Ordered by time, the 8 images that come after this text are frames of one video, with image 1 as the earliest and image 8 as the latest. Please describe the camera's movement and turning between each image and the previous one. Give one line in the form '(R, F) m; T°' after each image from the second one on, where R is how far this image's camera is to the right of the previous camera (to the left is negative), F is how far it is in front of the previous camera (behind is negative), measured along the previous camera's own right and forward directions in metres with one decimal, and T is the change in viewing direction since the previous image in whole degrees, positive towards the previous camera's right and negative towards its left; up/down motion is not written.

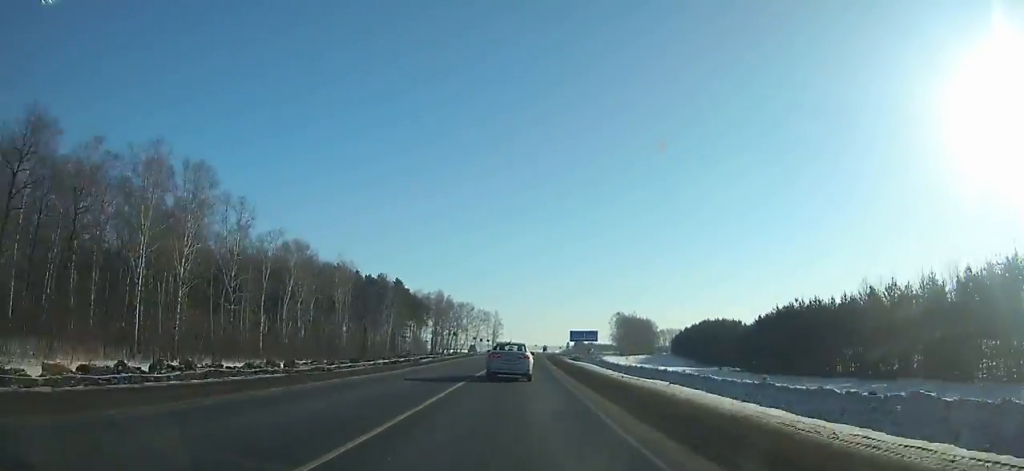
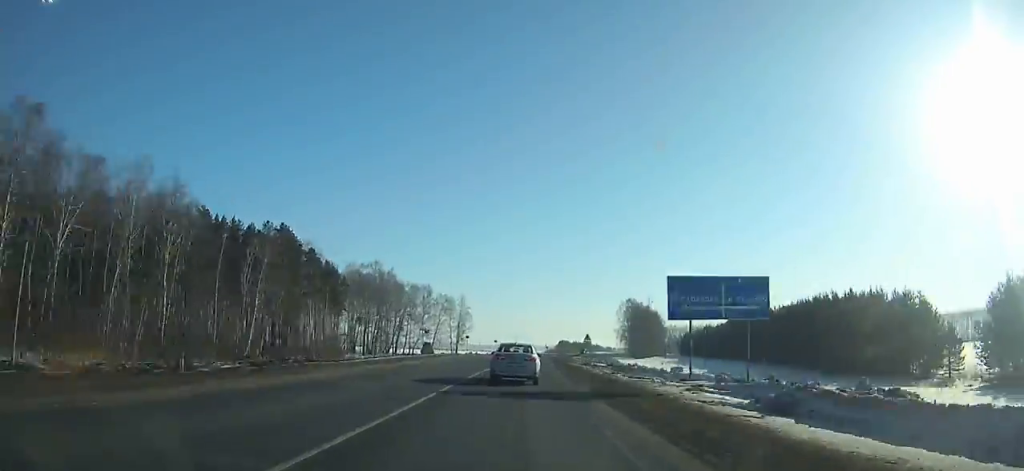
(+1.1, +69.1) m; +2°
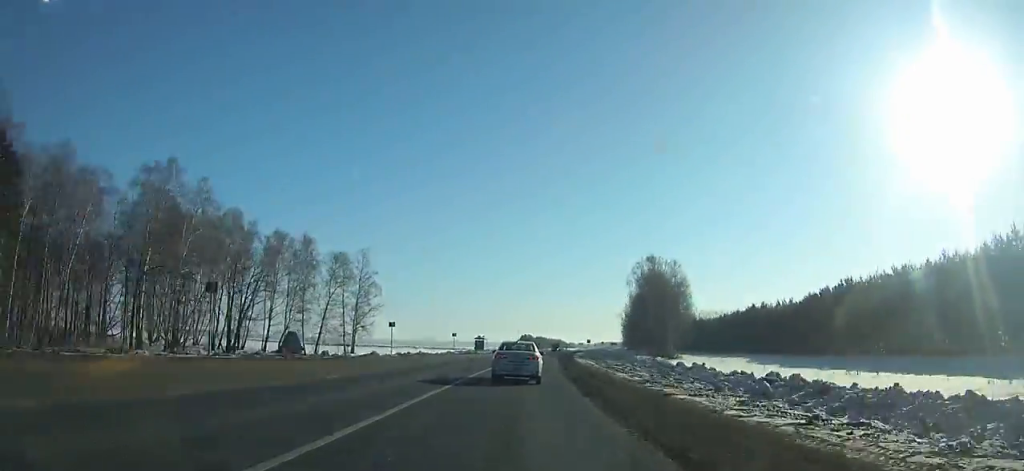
(+2.3, +76.9) m; +4°
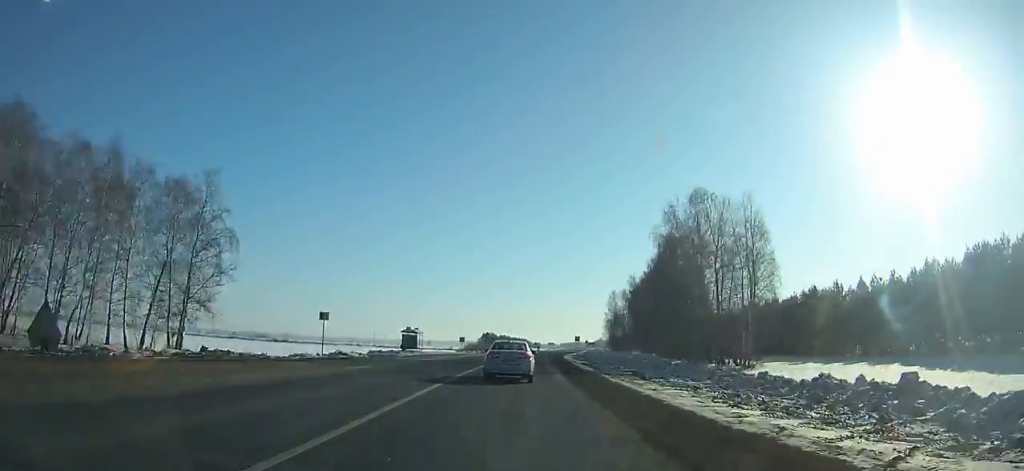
(+1.3, +46.6) m; +3°
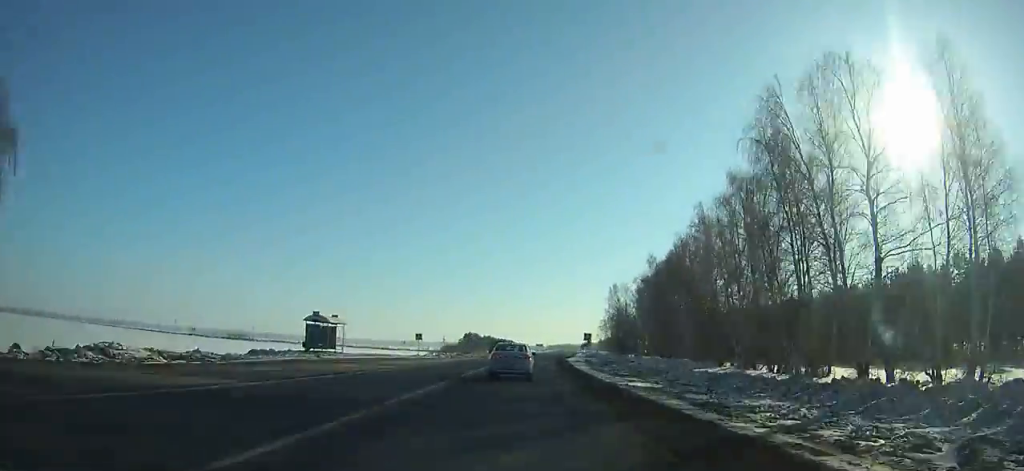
(+0.8, +33.4) m; +2°
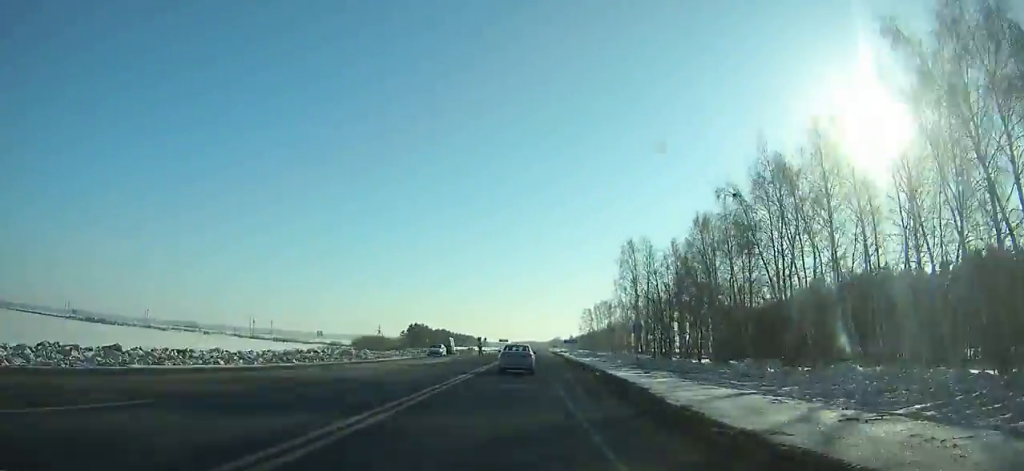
(+2.6, +75.3) m; +3°
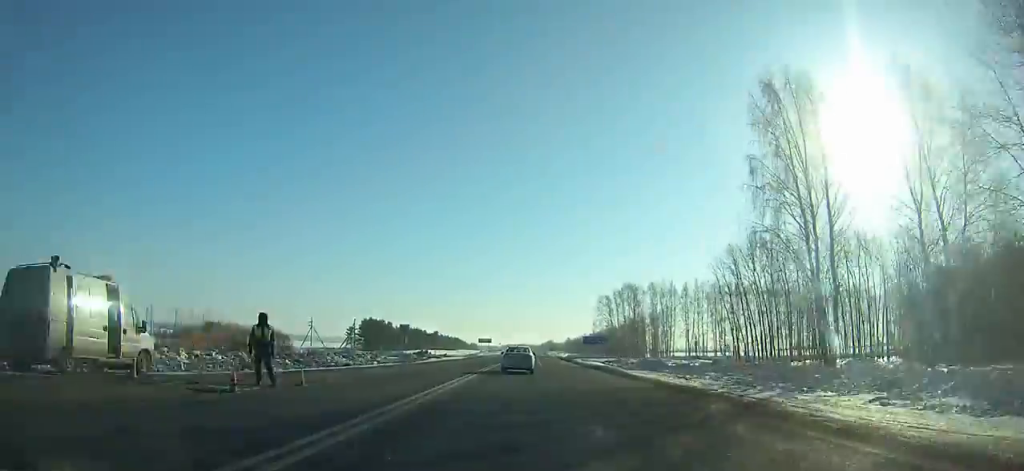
(+0.9, +70.7) m; +1°
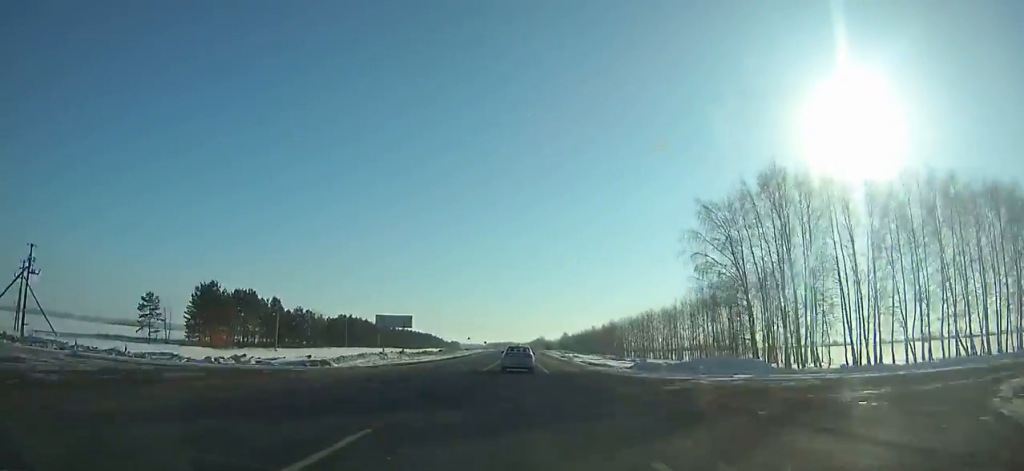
(+0.4, +104.8) m; 0°
